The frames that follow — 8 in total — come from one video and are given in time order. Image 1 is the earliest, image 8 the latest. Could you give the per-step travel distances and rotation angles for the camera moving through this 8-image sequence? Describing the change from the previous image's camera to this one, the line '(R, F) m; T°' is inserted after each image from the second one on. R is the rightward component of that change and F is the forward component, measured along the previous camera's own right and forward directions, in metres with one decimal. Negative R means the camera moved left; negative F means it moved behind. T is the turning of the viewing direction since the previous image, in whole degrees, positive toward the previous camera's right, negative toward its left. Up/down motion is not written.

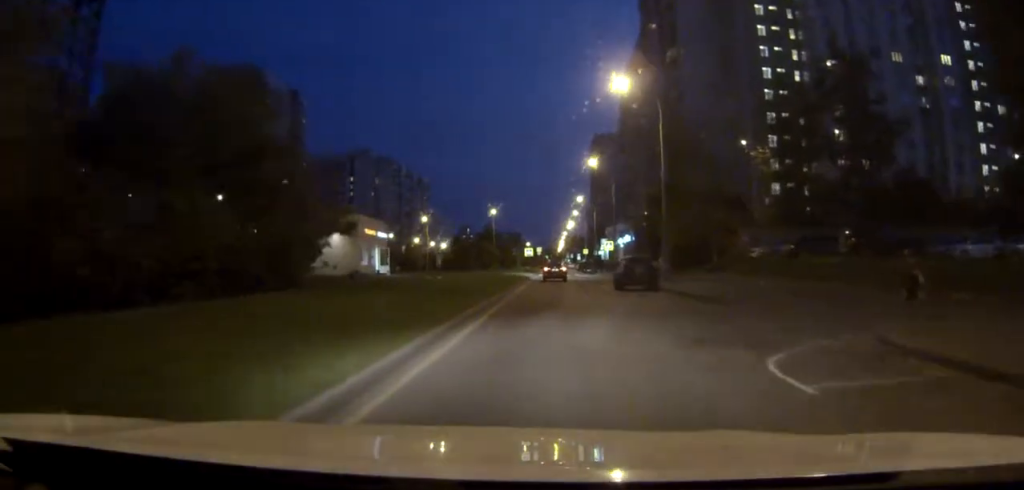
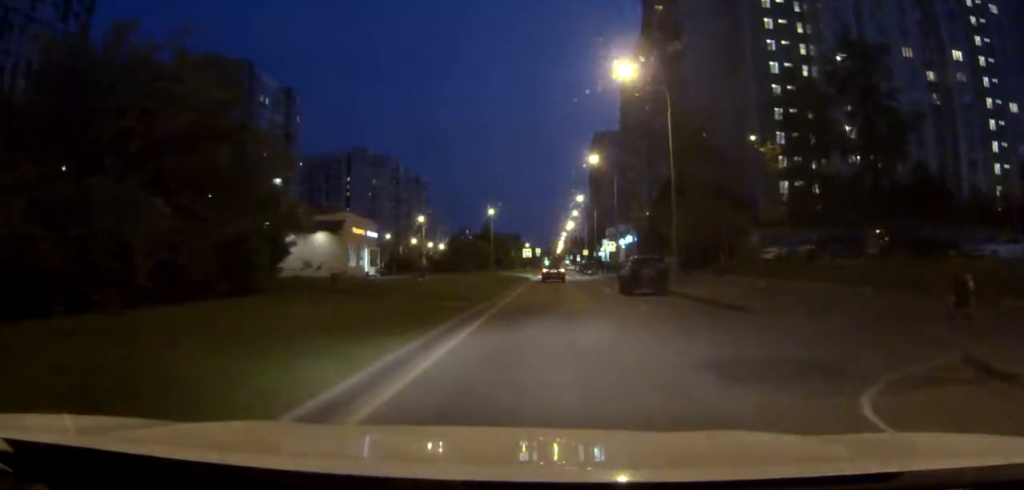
(0.0, +3.5) m; 0°
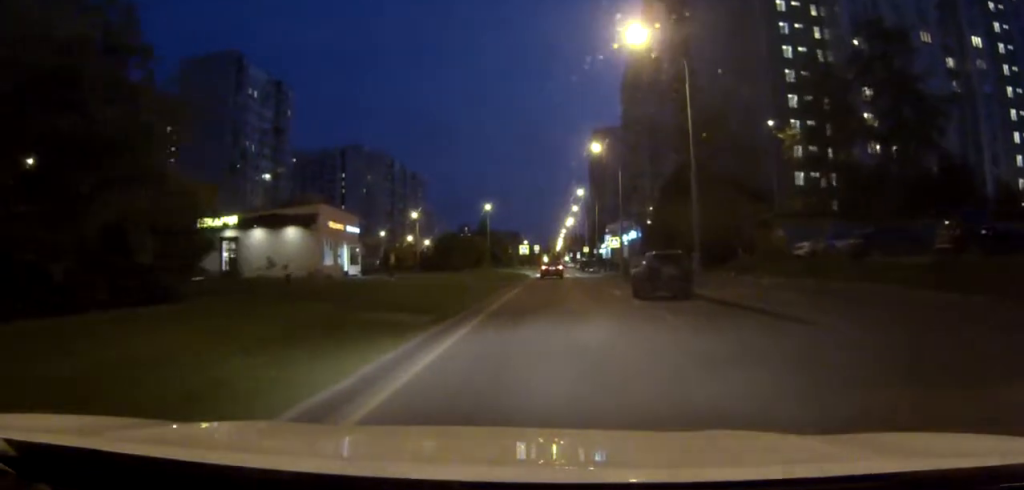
(0.0, +6.1) m; 0°
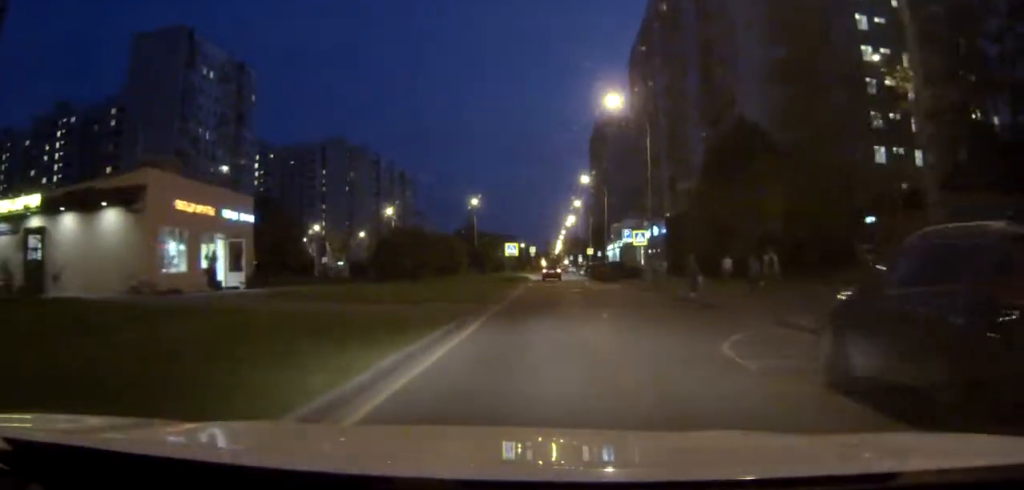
(-0.1, +21.1) m; -1°
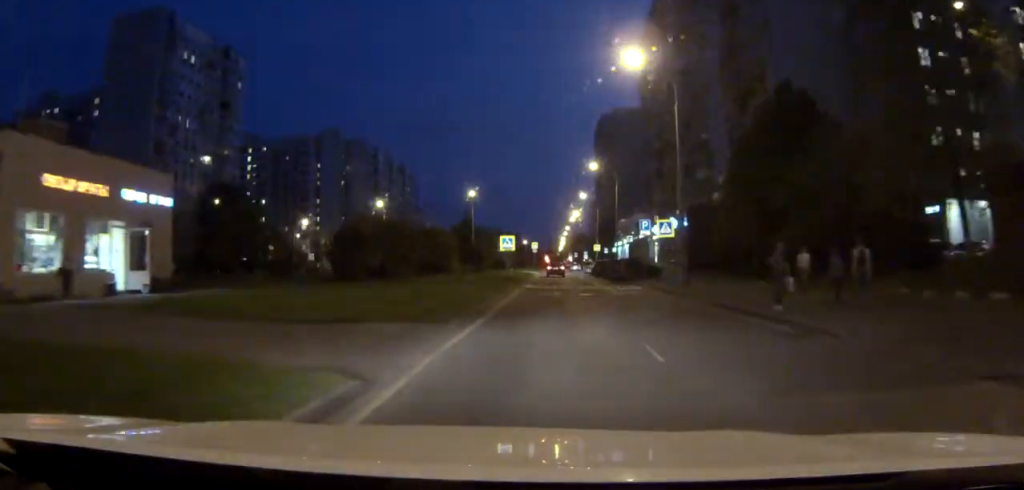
(0.0, +9.2) m; 0°
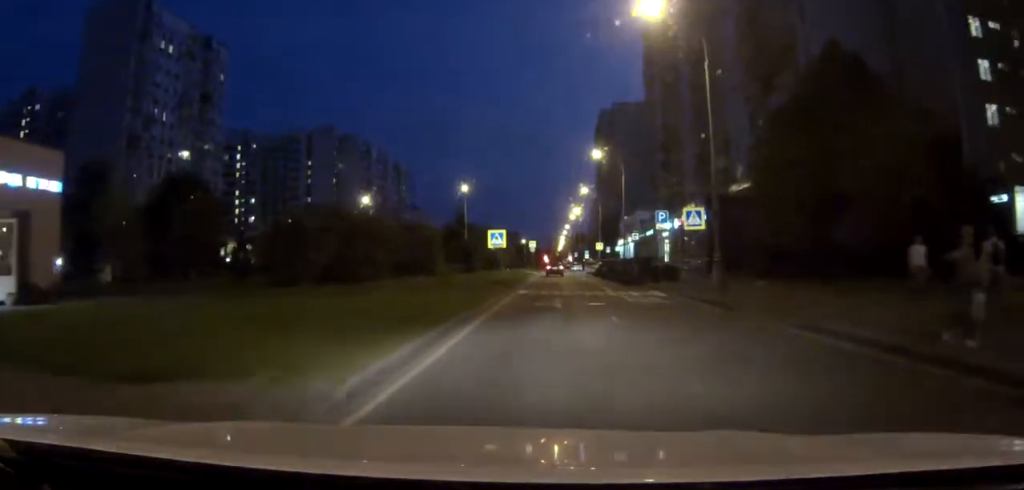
(0.0, +8.0) m; 0°
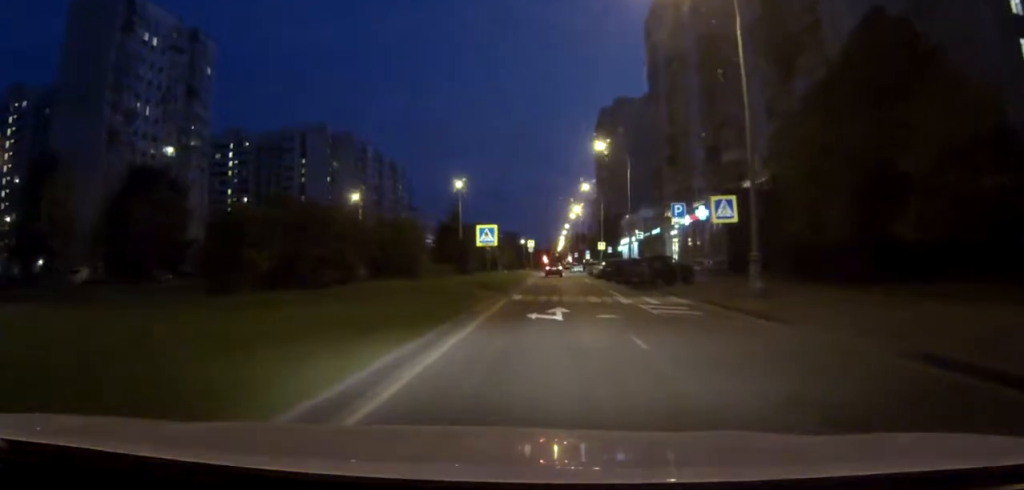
(0.0, +5.6) m; 0°
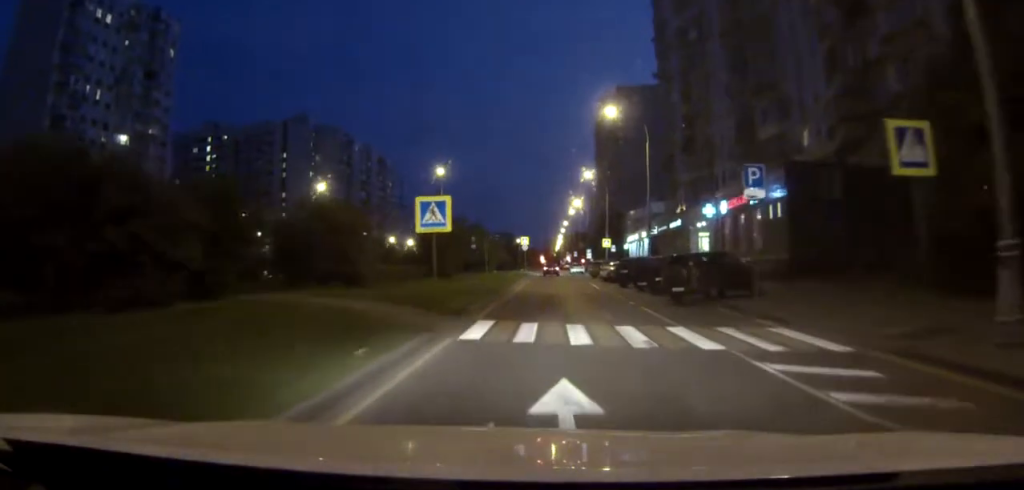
(0.0, +14.3) m; 0°
